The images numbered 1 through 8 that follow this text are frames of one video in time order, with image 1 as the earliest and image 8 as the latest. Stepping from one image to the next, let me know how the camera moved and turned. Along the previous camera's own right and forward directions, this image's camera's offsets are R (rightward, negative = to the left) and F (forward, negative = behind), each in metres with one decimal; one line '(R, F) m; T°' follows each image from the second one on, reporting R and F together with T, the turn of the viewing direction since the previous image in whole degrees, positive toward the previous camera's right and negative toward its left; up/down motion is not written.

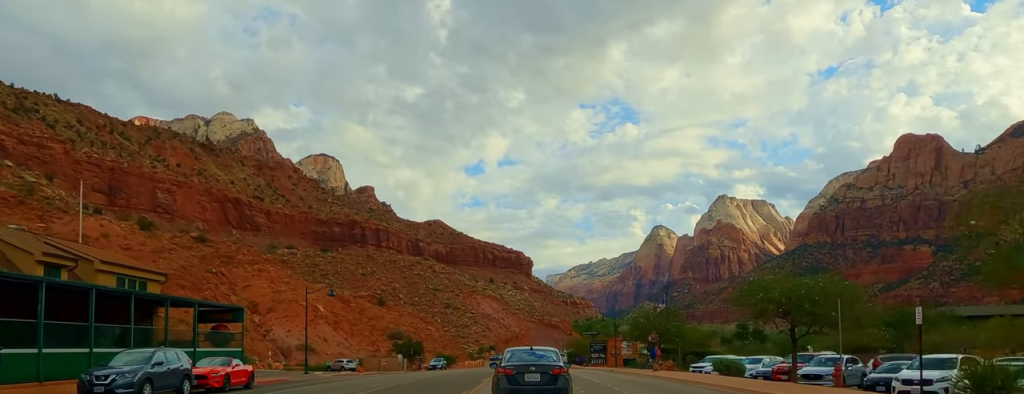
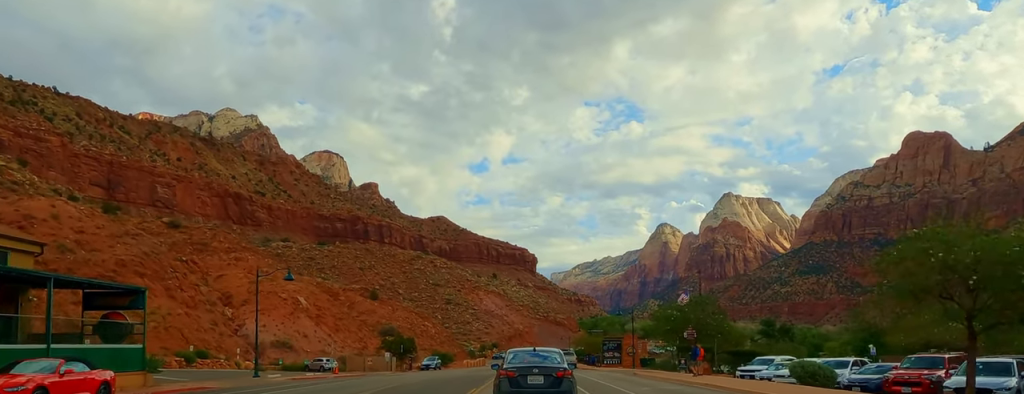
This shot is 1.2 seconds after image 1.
(-0.3, +11.0) m; -1°
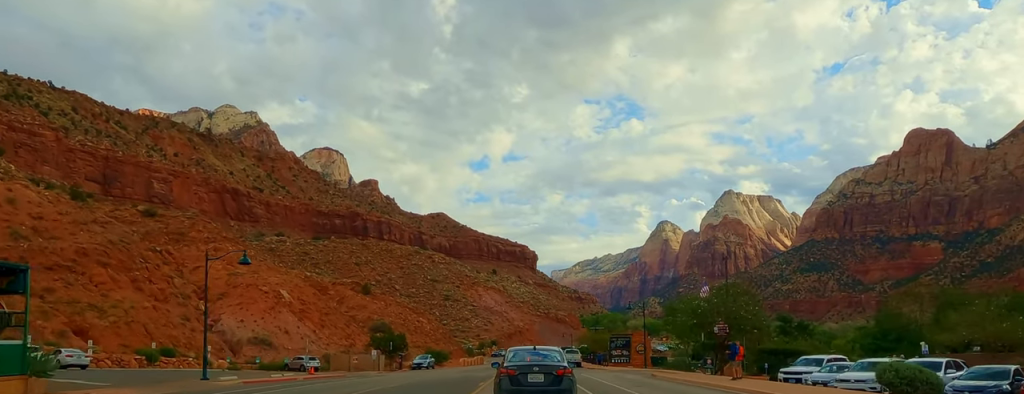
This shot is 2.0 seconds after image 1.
(+0.2, +6.9) m; 0°
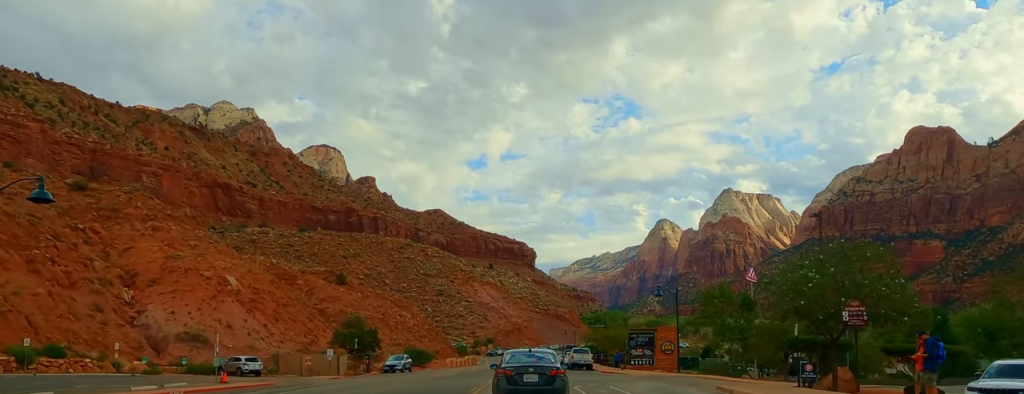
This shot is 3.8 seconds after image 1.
(0.0, +15.6) m; -1°
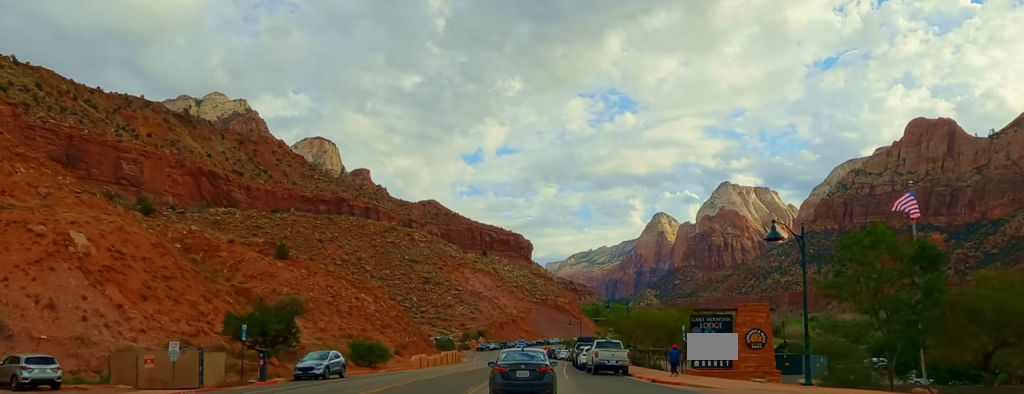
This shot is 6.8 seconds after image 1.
(-0.6, +24.9) m; +1°
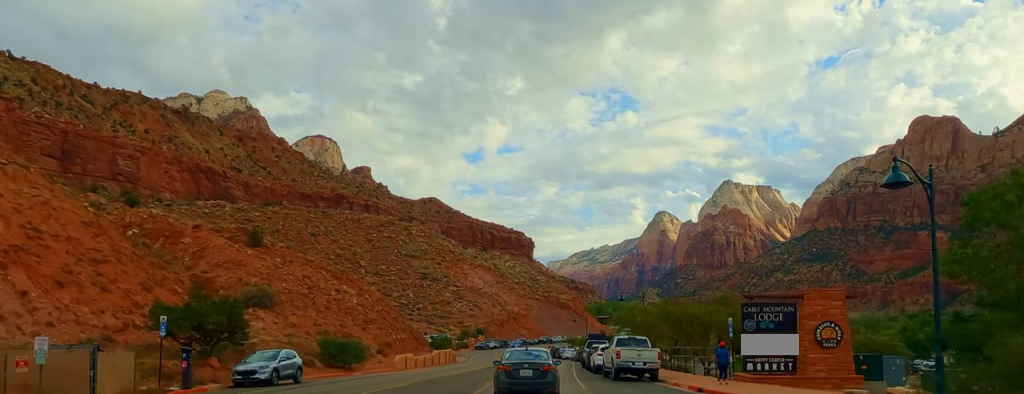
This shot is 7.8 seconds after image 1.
(+0.3, +8.9) m; +1°
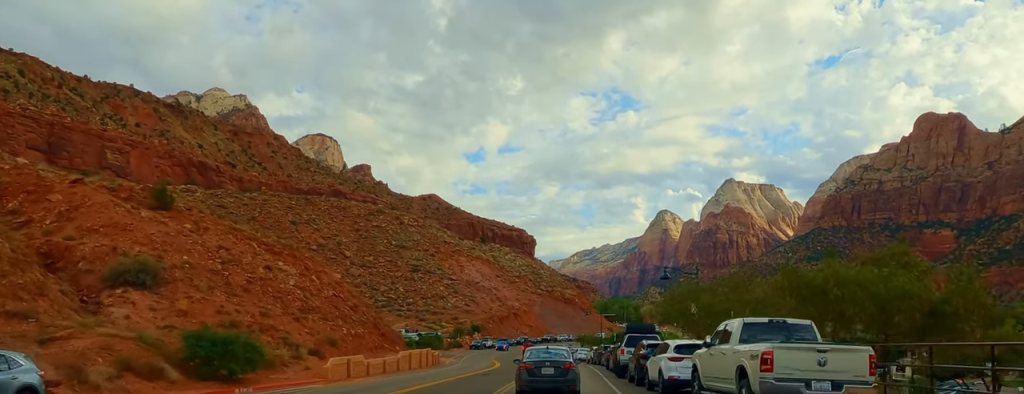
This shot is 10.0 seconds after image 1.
(+0.2, +19.3) m; 0°
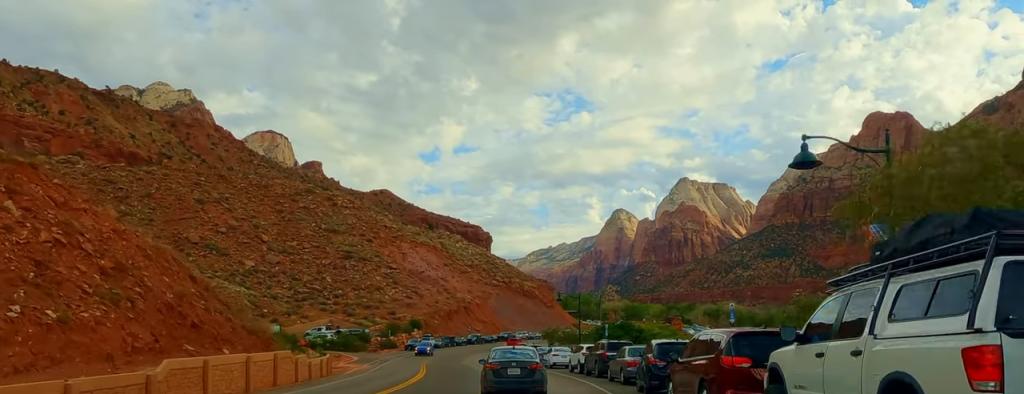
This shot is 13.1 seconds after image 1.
(+0.5, +27.6) m; +3°
